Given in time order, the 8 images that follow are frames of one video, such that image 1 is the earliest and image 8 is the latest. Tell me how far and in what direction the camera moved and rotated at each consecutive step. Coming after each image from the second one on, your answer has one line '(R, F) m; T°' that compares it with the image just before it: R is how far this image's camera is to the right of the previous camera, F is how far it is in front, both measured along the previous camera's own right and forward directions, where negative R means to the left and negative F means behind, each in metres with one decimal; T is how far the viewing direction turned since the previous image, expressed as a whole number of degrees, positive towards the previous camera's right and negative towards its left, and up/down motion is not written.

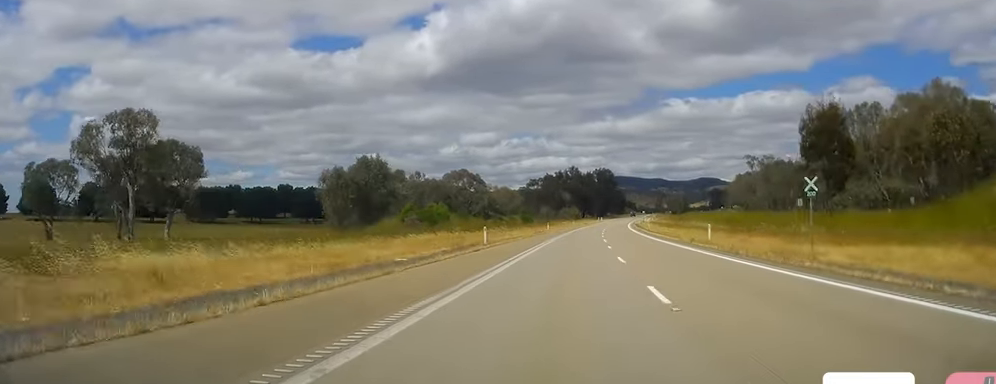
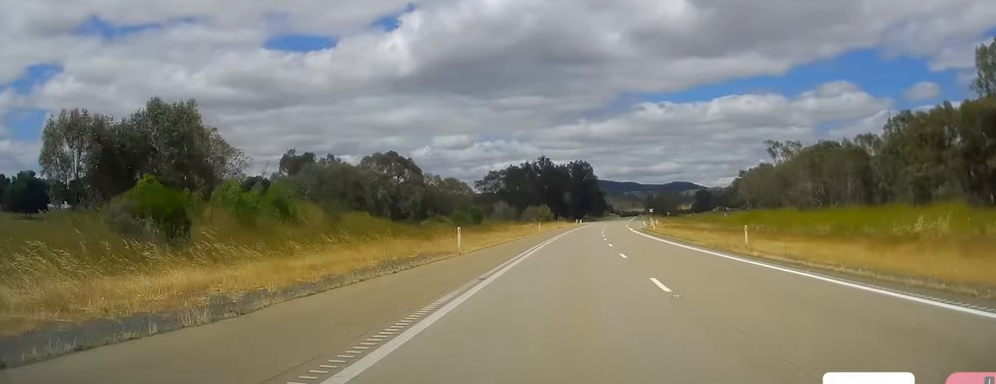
(0.0, +57.7) m; +2°
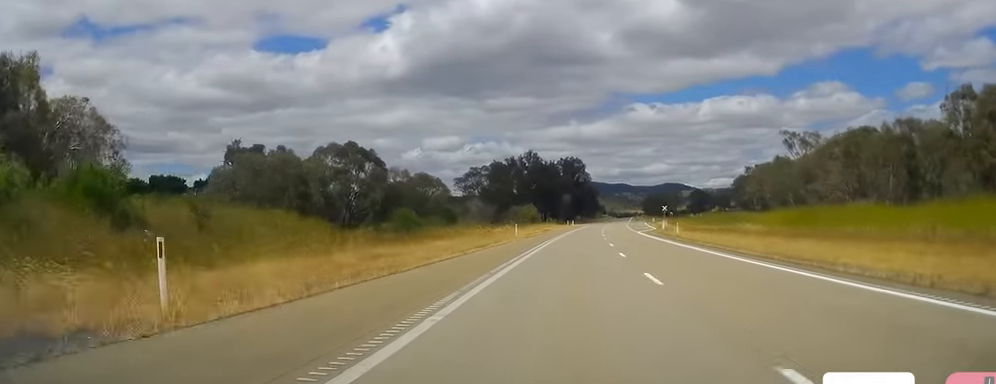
(+0.7, +23.1) m; +2°
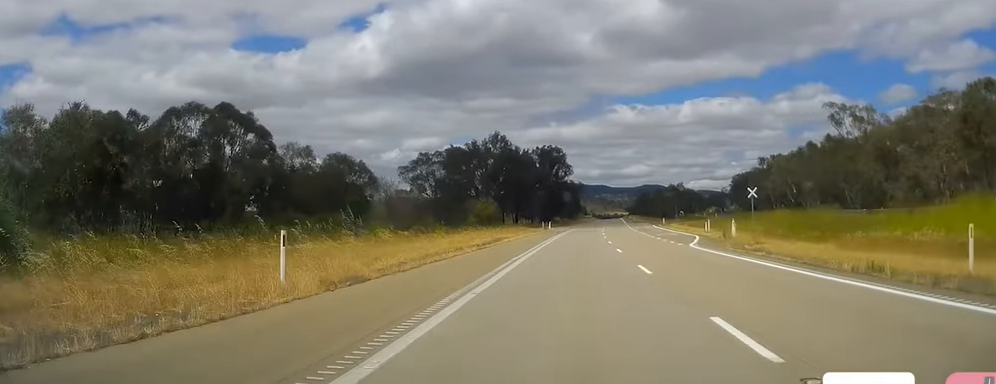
(+0.5, +44.1) m; +1°
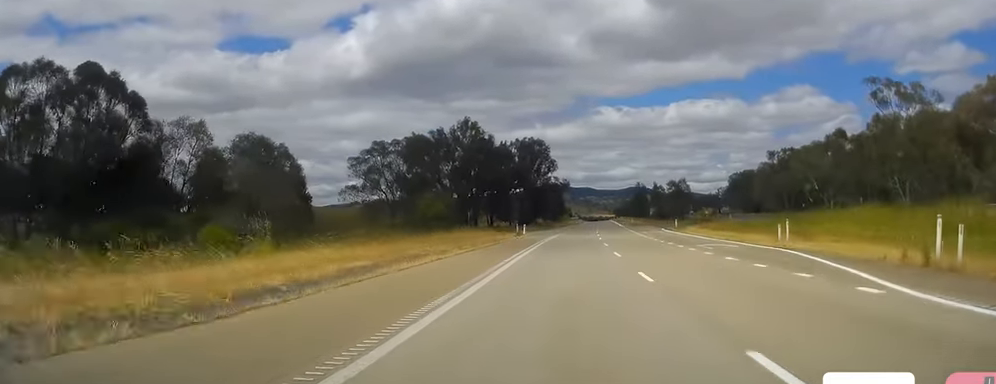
(0.0, +25.6) m; +1°
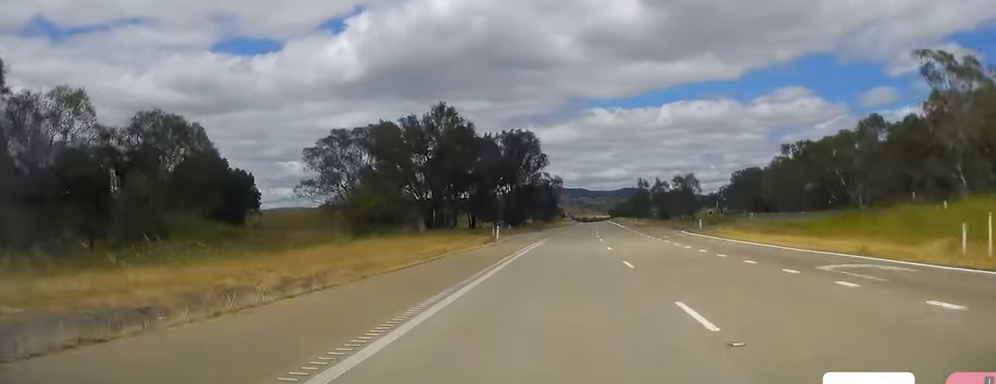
(+0.2, +18.9) m; +1°
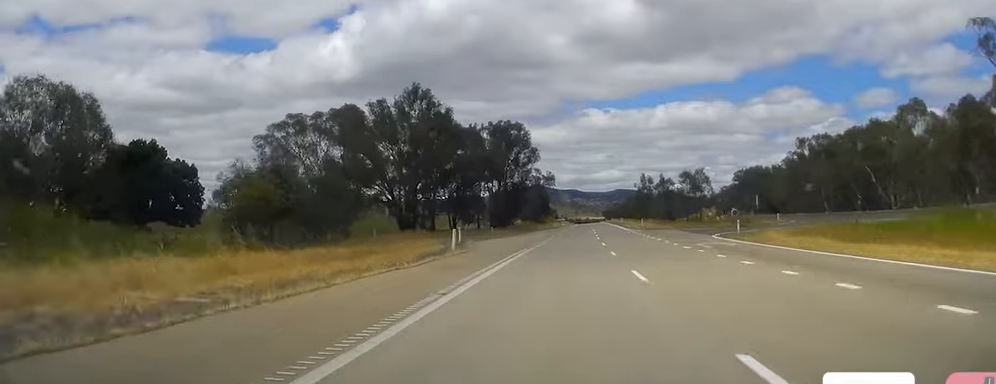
(+0.2, +16.1) m; +1°
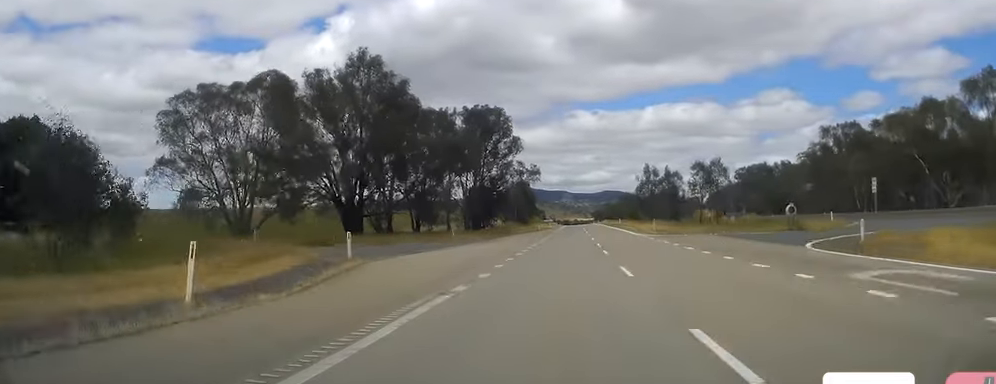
(+0.3, +21.8) m; +1°
